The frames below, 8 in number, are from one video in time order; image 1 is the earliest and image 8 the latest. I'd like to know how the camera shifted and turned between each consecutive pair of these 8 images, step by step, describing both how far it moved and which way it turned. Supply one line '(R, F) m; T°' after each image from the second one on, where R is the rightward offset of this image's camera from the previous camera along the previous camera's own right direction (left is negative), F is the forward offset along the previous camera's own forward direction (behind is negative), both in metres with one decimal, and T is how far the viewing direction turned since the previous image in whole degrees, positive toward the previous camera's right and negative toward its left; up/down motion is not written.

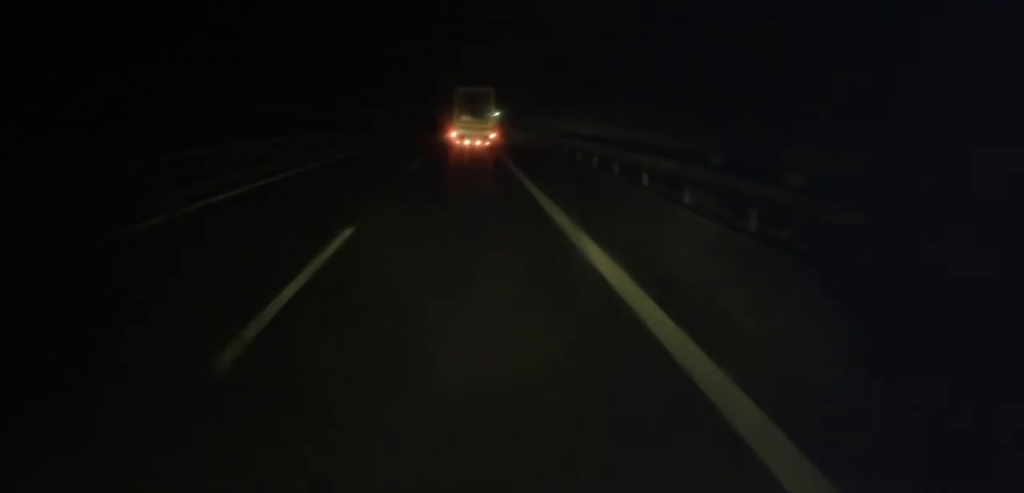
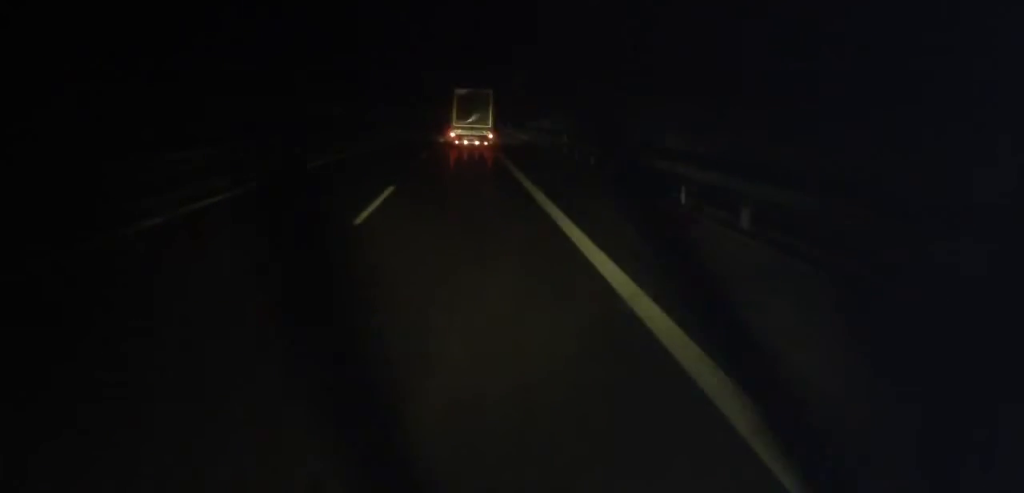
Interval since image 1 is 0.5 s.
(0.0, +11.5) m; 0°
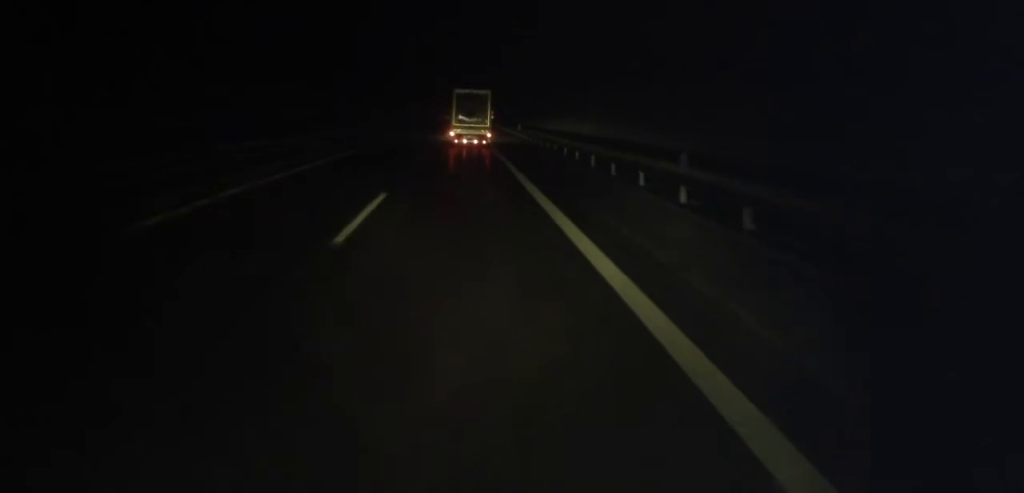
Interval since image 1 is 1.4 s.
(+0.1, +19.9) m; 0°
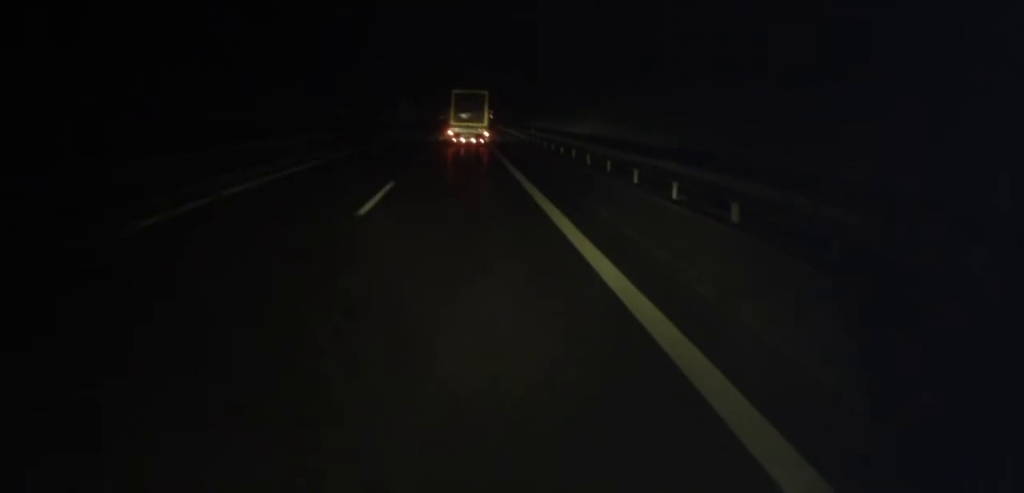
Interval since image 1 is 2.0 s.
(-0.1, +15.4) m; +1°
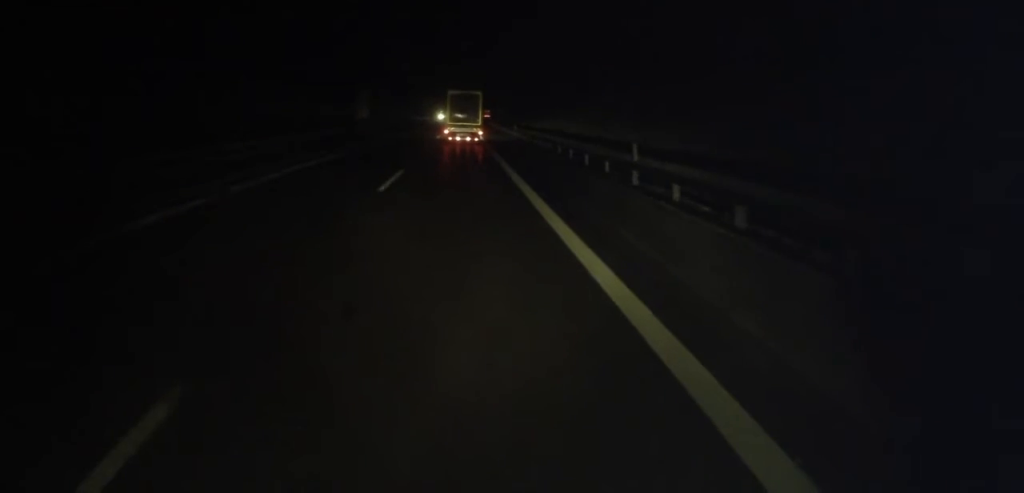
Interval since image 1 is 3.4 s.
(+0.6, +32.4) m; 0°
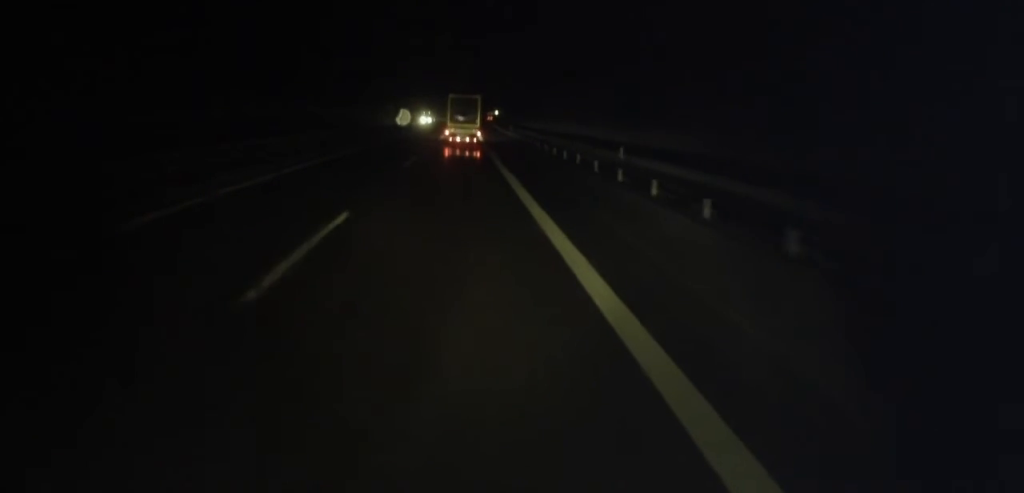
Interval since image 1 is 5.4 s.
(-0.2, +46.2) m; 0°
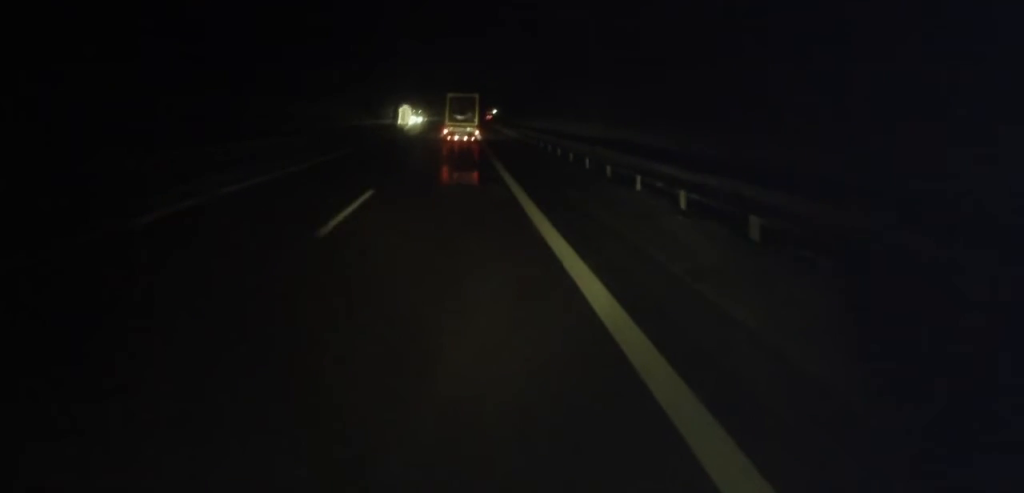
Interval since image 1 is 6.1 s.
(-0.3, +14.6) m; 0°
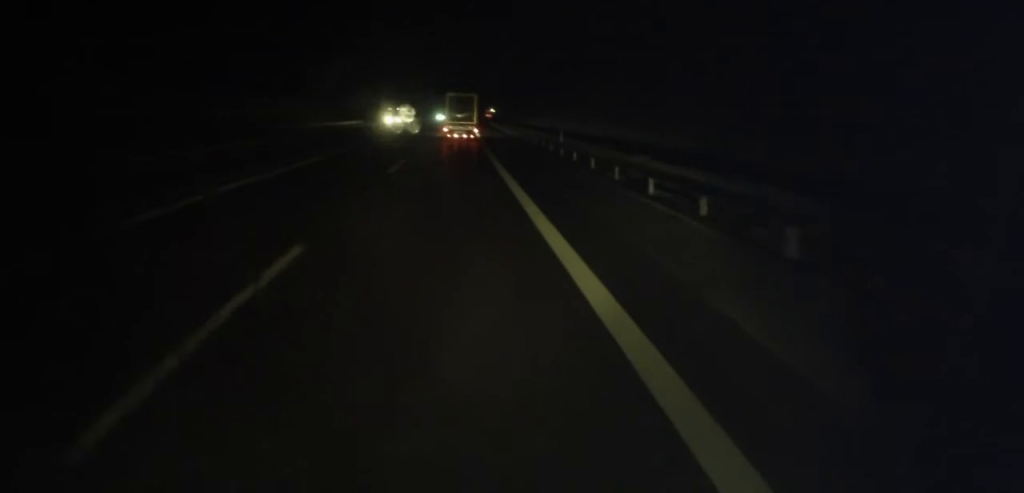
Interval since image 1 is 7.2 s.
(+0.5, +25.5) m; +1°
